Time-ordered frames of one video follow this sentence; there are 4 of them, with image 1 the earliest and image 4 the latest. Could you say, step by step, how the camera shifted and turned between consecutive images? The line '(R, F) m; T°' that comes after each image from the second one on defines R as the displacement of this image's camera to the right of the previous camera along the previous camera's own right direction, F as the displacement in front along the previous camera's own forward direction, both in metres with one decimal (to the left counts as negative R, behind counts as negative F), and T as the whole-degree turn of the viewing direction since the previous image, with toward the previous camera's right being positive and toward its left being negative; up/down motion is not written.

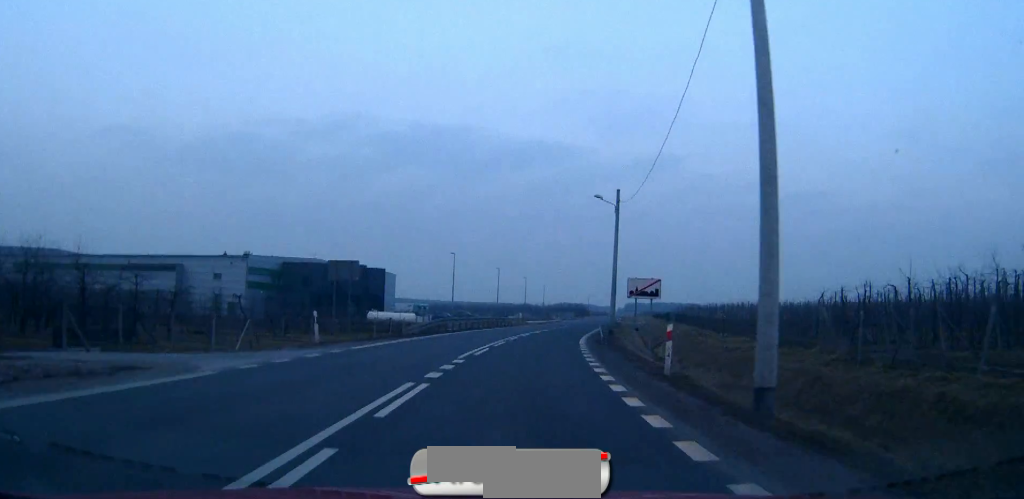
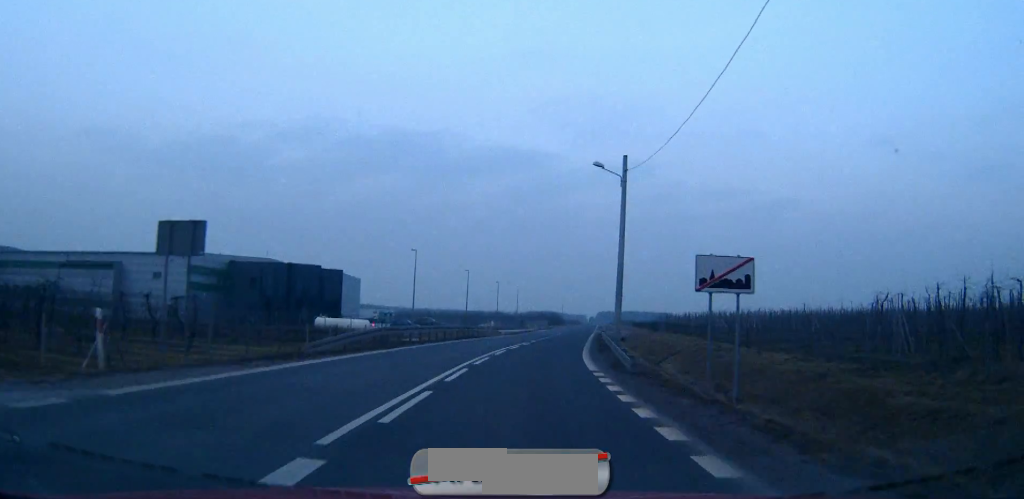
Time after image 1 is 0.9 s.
(+0.3, +12.5) m; +2°
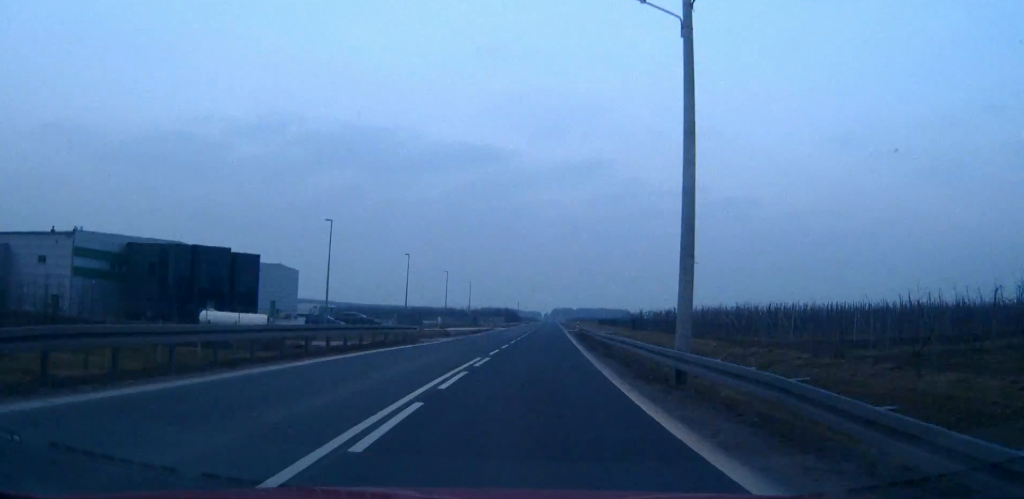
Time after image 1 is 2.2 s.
(+0.5, +19.7) m; +3°
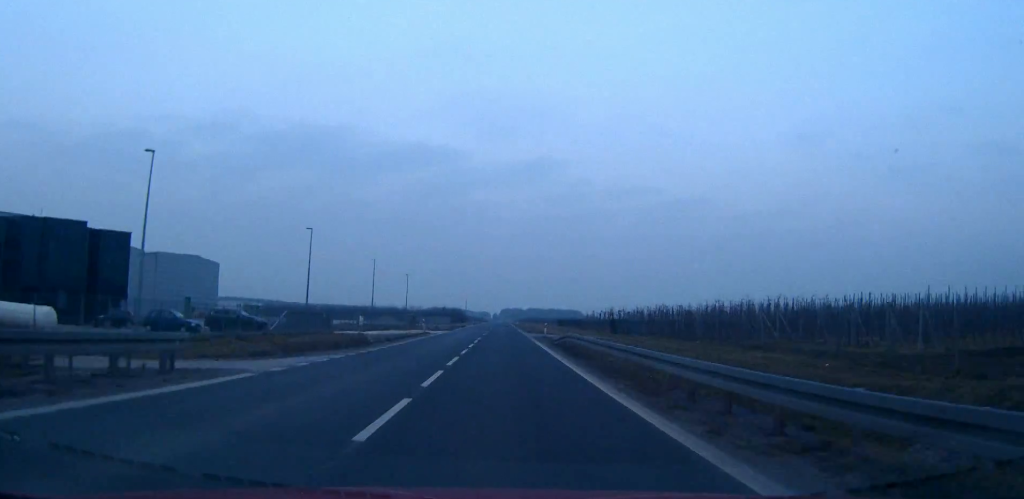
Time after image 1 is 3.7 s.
(+0.8, +23.1) m; +3°
